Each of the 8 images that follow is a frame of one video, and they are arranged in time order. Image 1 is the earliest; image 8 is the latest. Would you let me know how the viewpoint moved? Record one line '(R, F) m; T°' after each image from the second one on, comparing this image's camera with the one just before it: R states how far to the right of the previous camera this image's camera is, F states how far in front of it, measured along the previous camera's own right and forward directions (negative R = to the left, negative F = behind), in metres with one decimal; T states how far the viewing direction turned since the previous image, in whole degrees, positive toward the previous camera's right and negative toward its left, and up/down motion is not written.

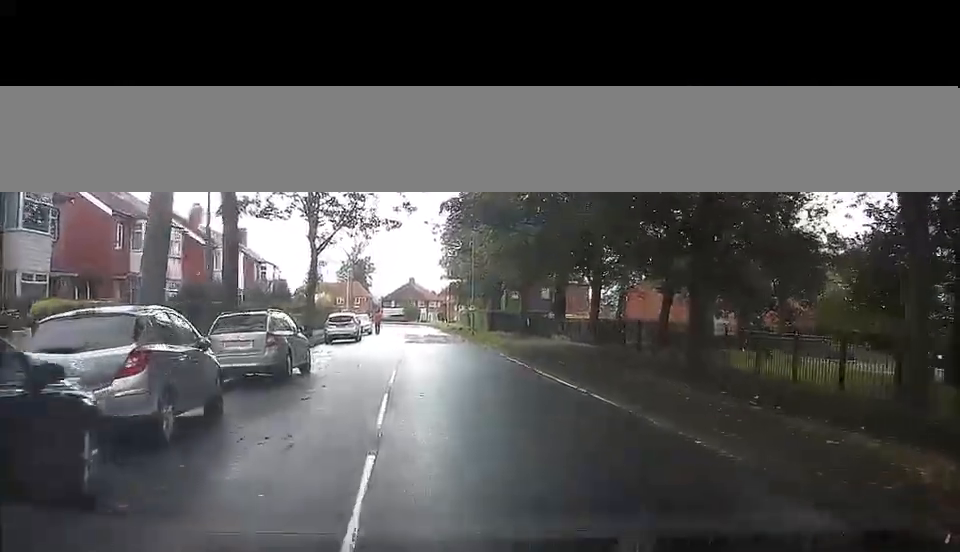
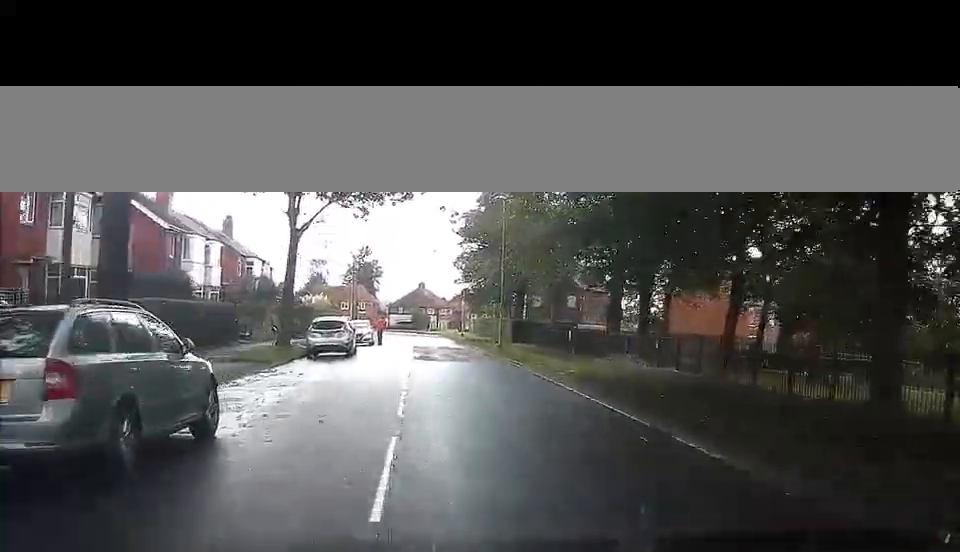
(0.0, +10.3) m; +2°
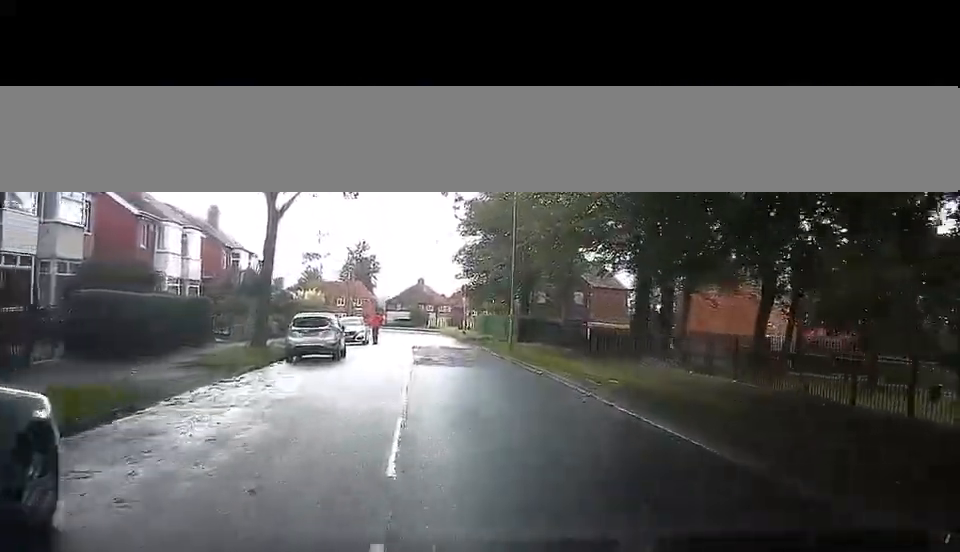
(+0.1, +4.1) m; +2°
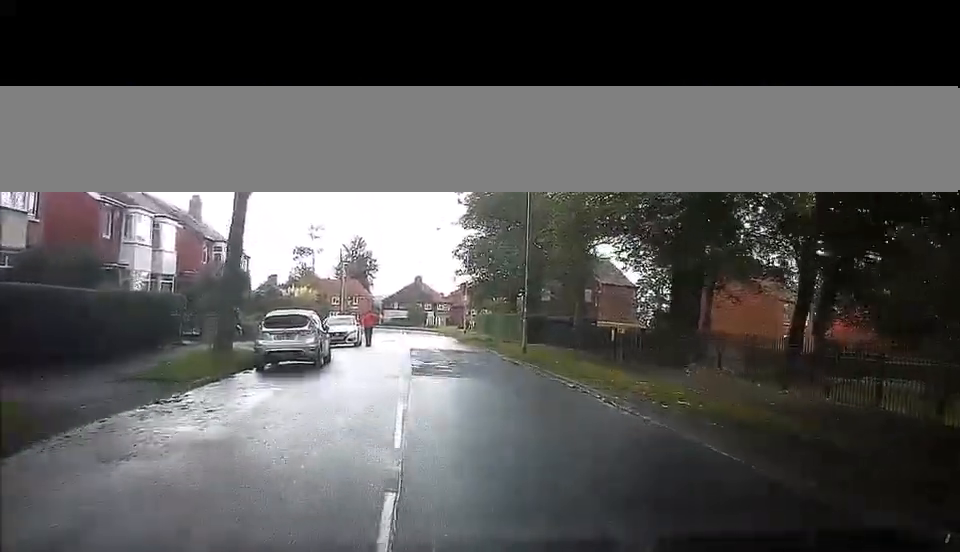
(0.0, +4.1) m; 0°
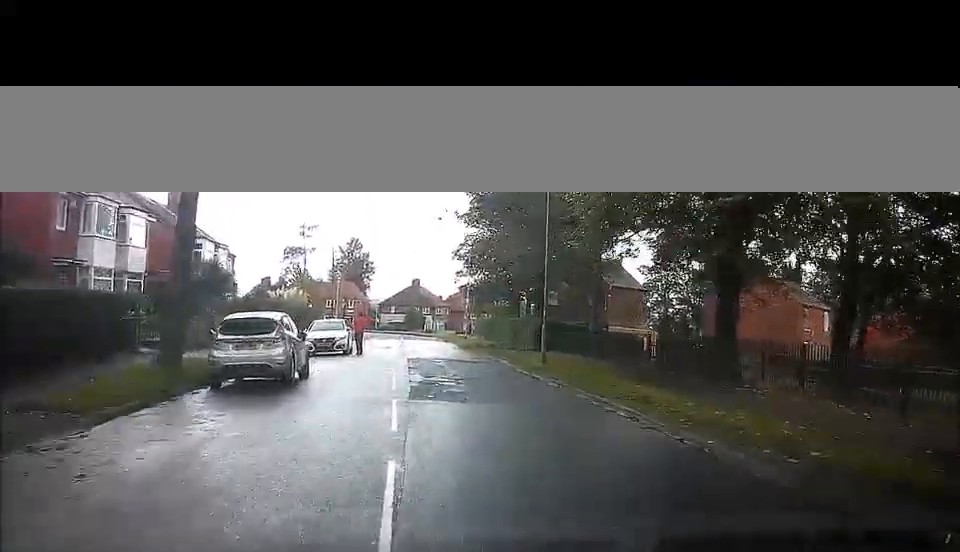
(+0.1, +4.1) m; -1°
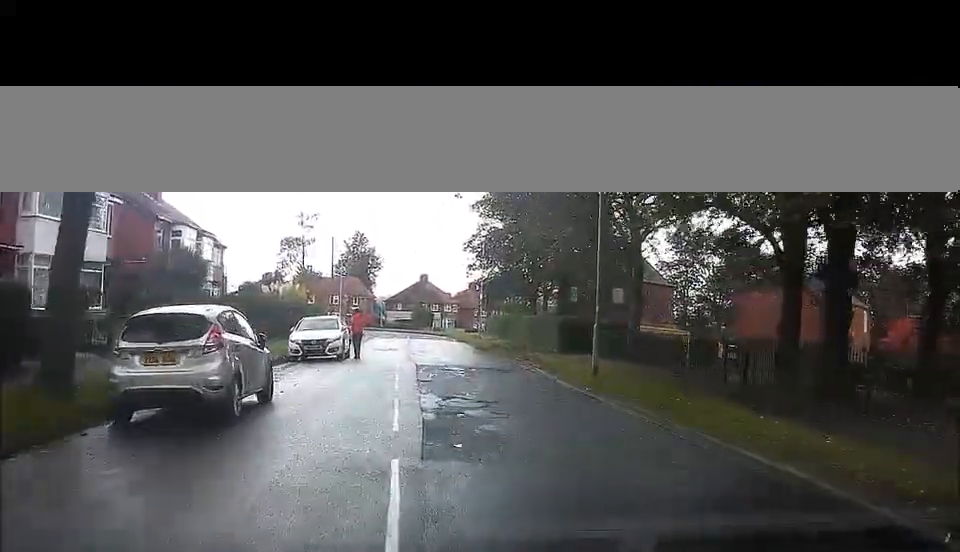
(-0.2, +5.3) m; -2°
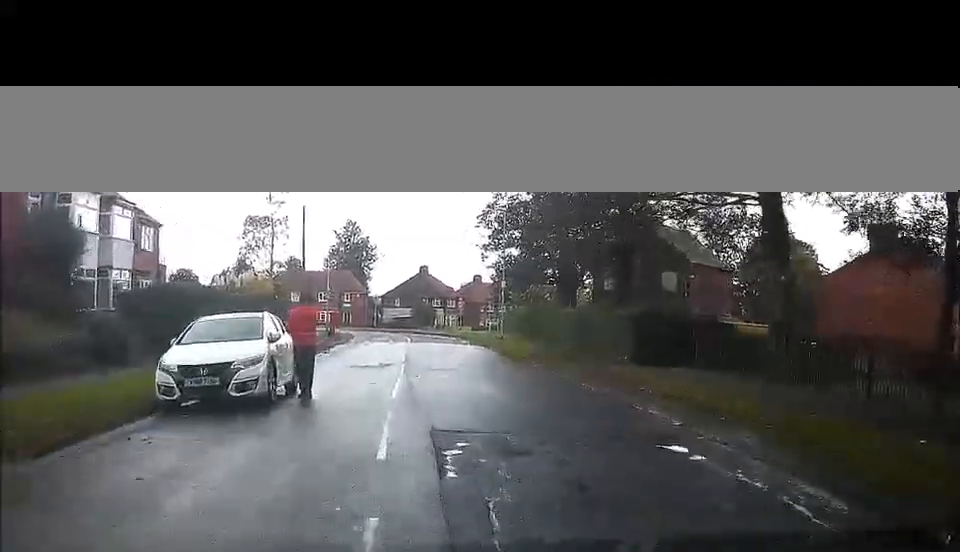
(-0.2, +12.9) m; +1°
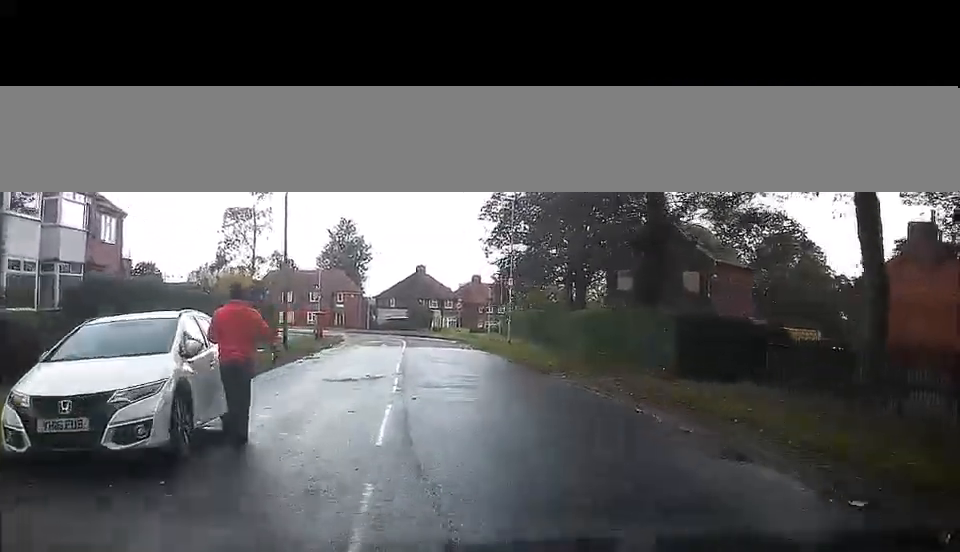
(0.0, +4.6) m; +2°
